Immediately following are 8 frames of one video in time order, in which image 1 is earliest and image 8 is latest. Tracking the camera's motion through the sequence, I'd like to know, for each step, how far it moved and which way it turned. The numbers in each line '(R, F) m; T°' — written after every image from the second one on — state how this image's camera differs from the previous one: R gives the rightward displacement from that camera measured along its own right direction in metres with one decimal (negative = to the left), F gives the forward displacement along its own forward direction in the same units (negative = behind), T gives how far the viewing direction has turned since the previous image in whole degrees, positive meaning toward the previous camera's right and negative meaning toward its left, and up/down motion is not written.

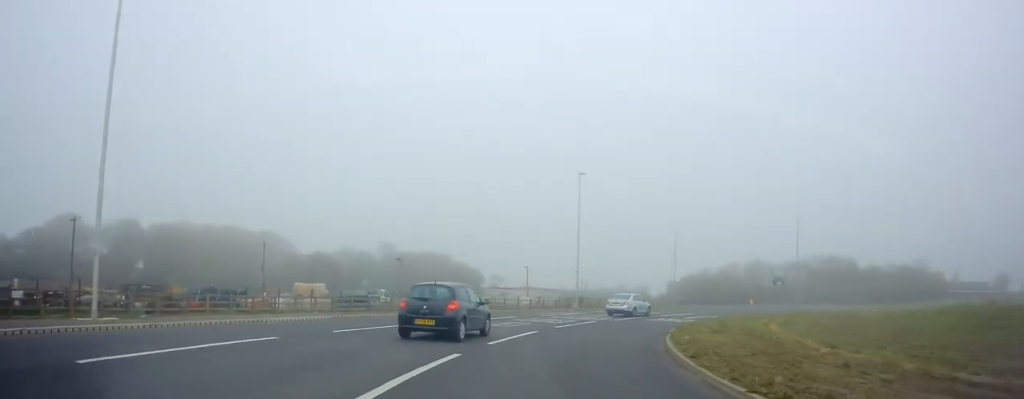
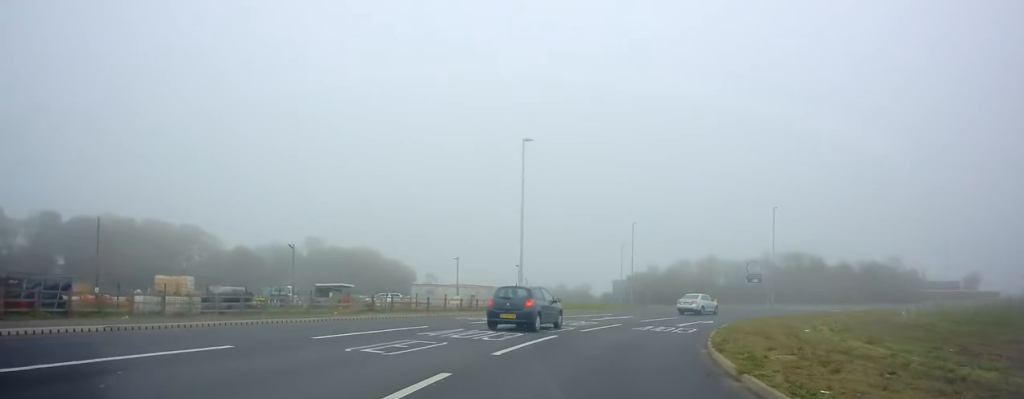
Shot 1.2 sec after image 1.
(+0.8, +11.1) m; +7°
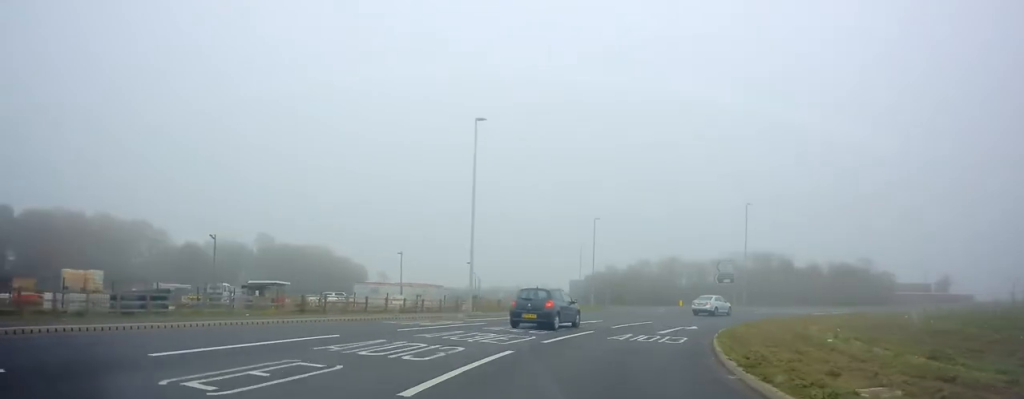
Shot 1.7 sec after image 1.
(+0.1, +4.8) m; +3°
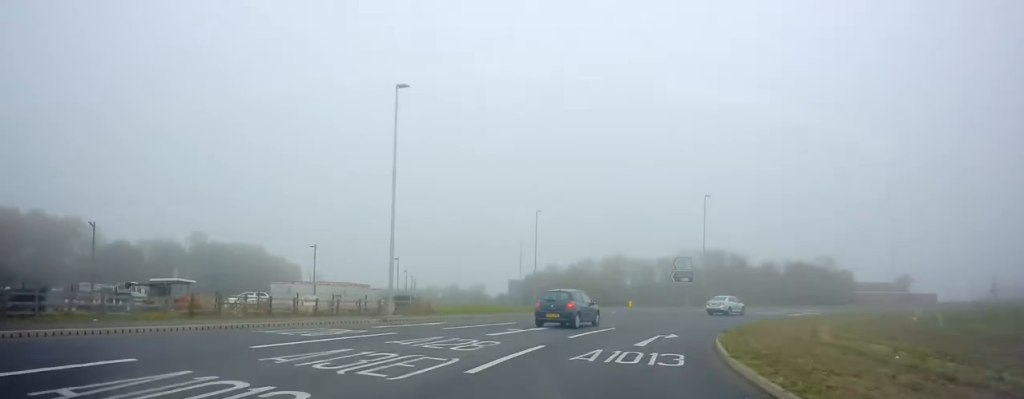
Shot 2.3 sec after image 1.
(-0.1, +6.1) m; +4°
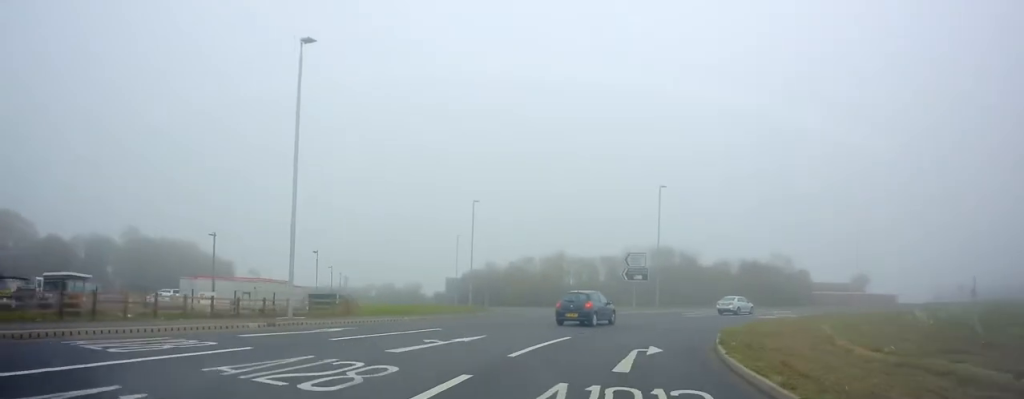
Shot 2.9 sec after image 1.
(+0.6, +5.7) m; +8°
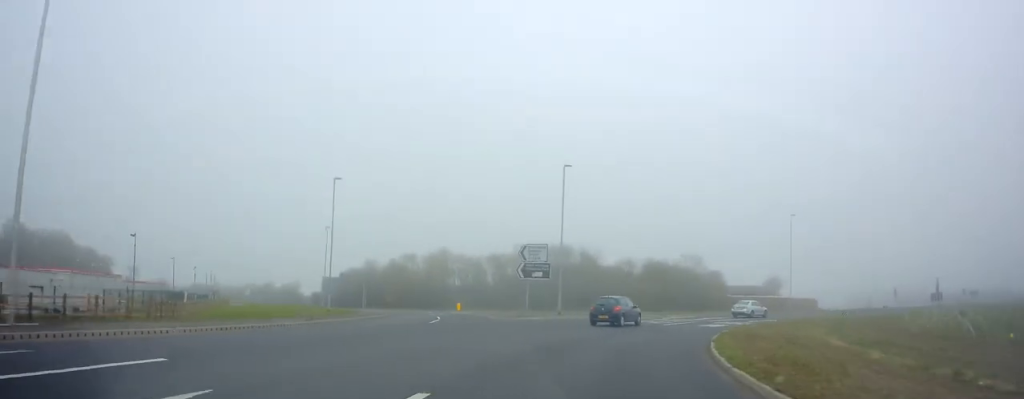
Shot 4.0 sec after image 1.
(+1.3, +10.3) m; +13°
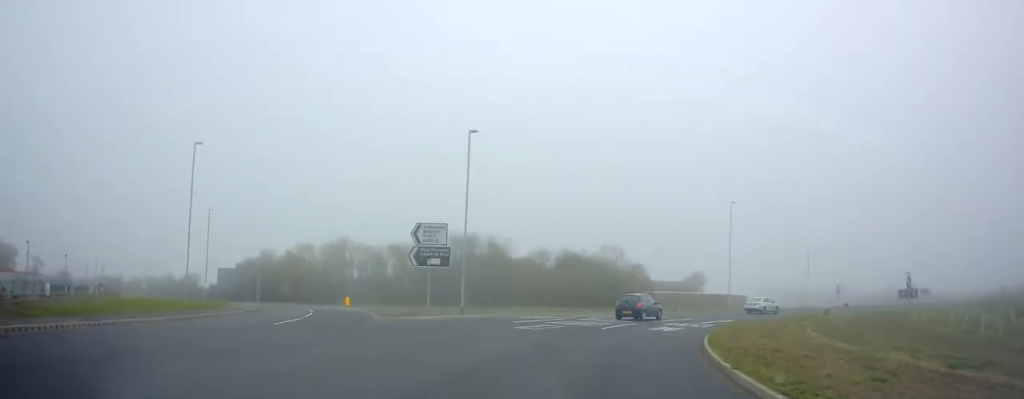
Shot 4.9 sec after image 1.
(+0.7, +8.4) m; +8°
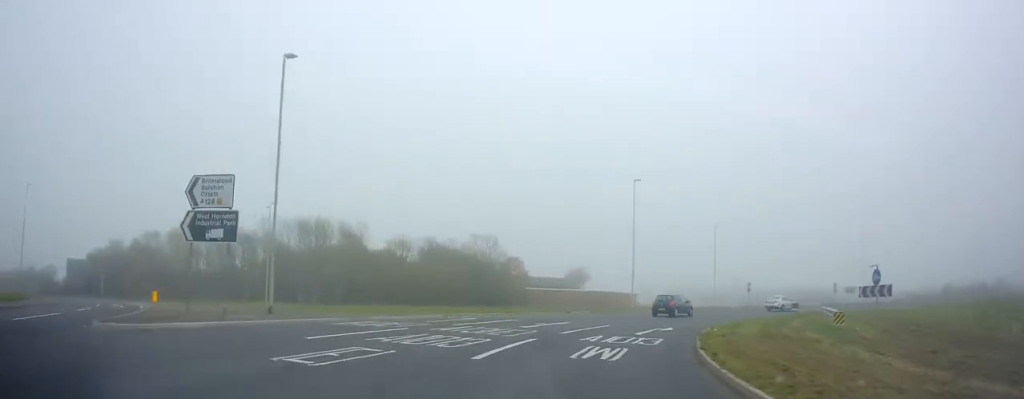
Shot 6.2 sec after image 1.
(+1.0, +12.2) m; +15°
